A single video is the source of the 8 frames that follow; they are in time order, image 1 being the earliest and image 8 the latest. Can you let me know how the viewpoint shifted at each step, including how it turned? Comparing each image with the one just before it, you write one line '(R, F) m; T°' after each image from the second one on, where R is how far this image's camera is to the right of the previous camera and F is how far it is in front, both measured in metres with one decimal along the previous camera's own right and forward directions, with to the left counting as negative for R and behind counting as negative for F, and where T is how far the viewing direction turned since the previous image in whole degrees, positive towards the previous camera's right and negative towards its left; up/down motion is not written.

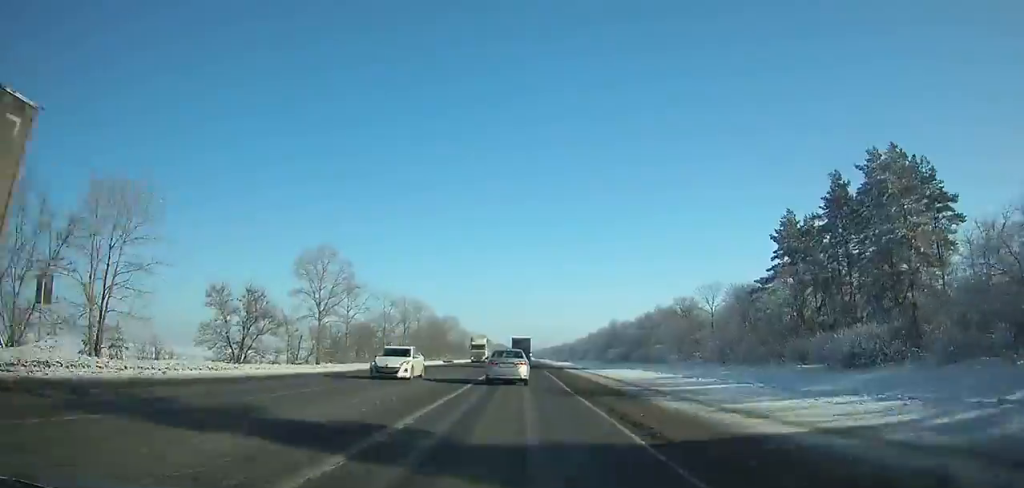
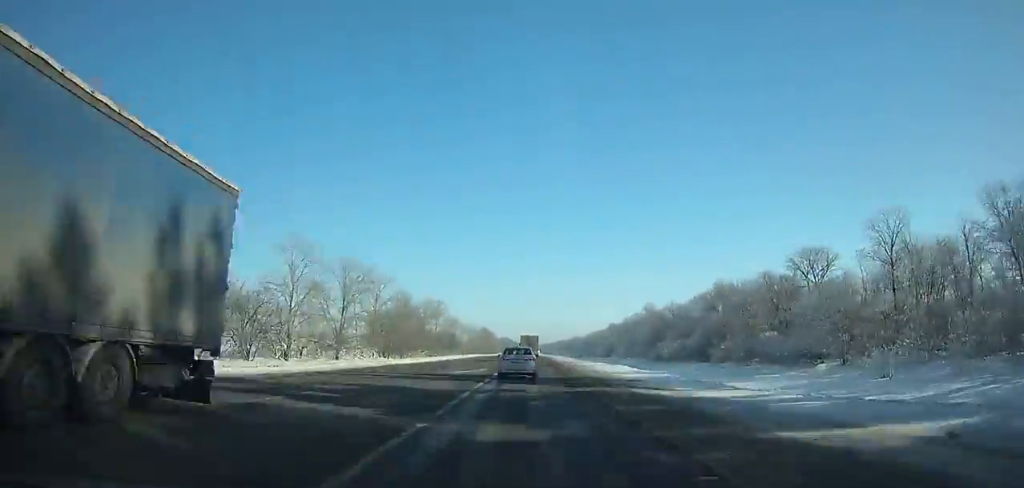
(-0.1, +50.0) m; 0°
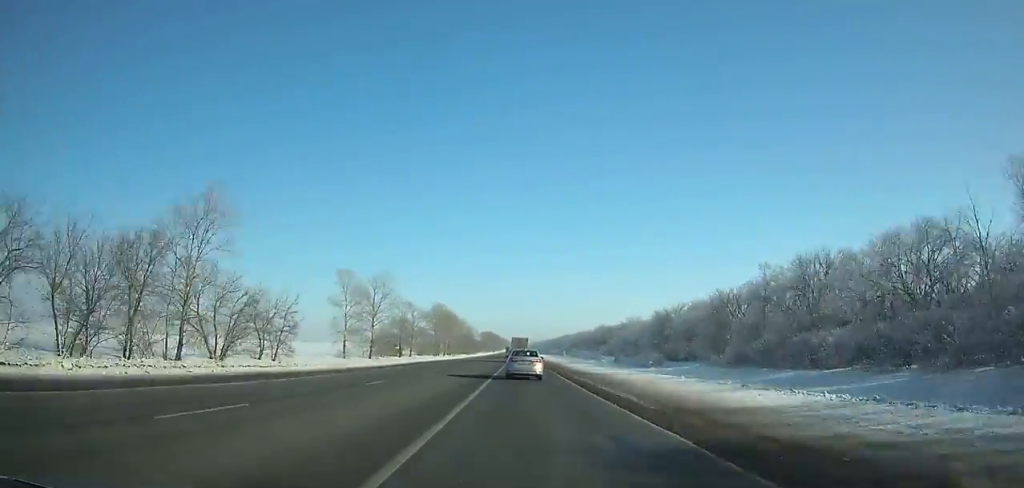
(+0.7, +160.4) m; 0°
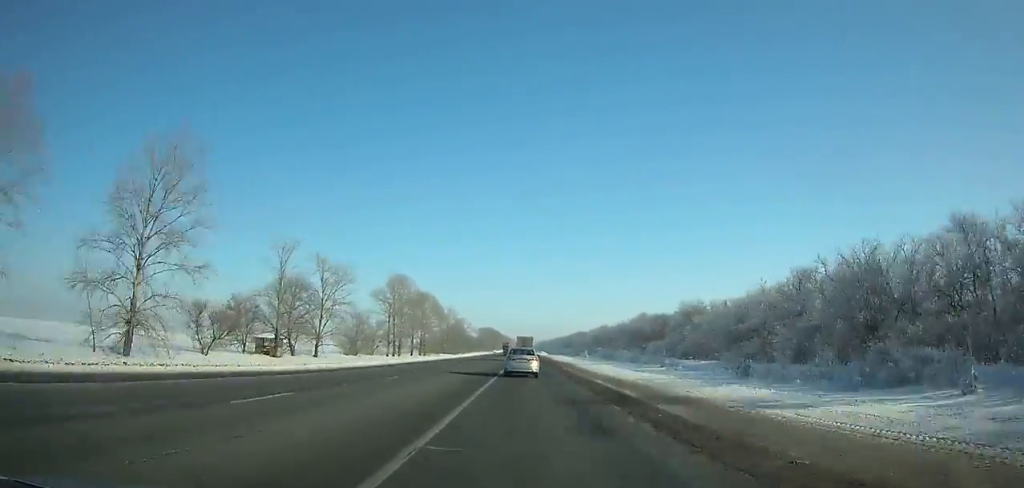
(+0.1, +68.6) m; 0°
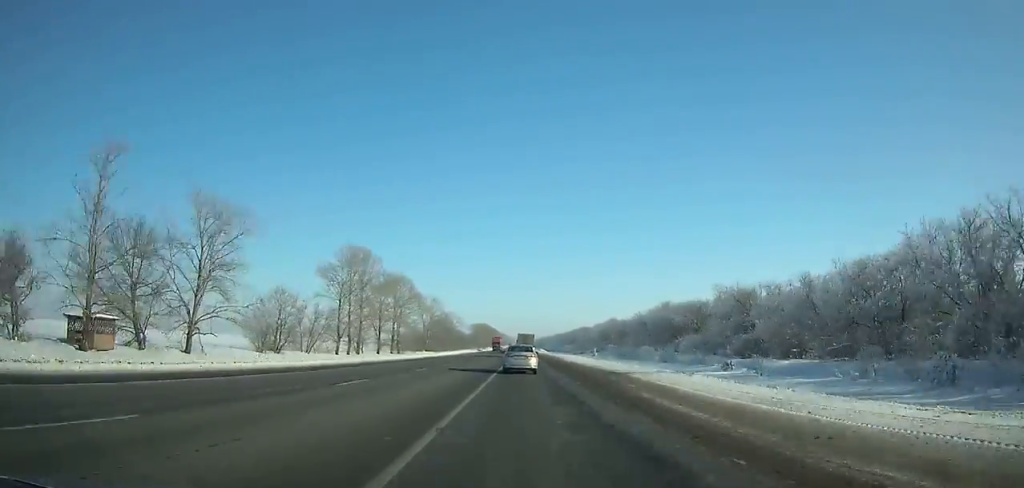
(-0.1, +30.1) m; 0°
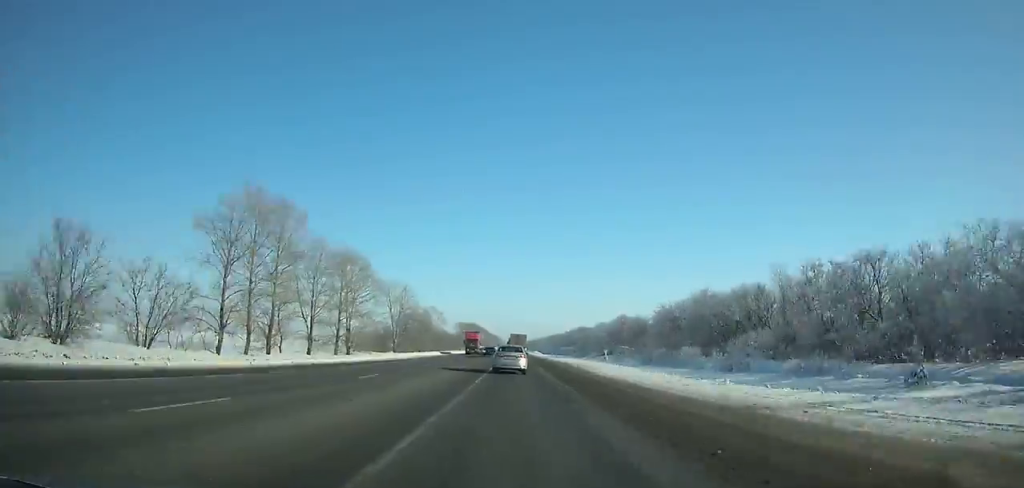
(-0.1, +32.3) m; 0°
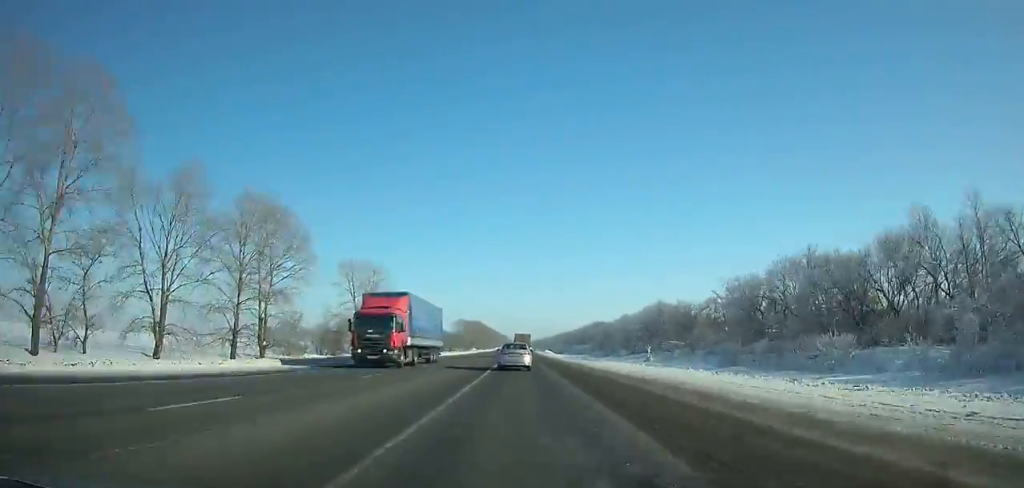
(+0.1, +34.6) m; 0°
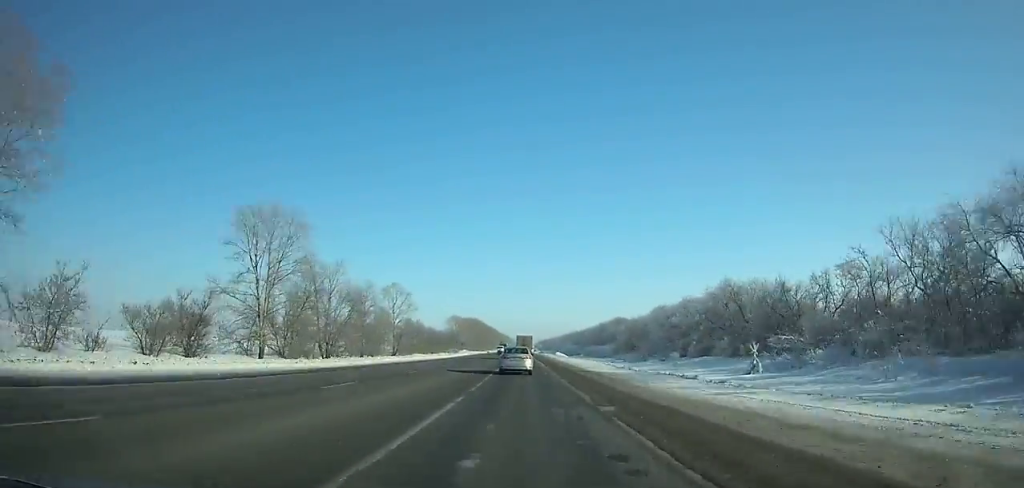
(-0.1, +41.2) m; 0°
